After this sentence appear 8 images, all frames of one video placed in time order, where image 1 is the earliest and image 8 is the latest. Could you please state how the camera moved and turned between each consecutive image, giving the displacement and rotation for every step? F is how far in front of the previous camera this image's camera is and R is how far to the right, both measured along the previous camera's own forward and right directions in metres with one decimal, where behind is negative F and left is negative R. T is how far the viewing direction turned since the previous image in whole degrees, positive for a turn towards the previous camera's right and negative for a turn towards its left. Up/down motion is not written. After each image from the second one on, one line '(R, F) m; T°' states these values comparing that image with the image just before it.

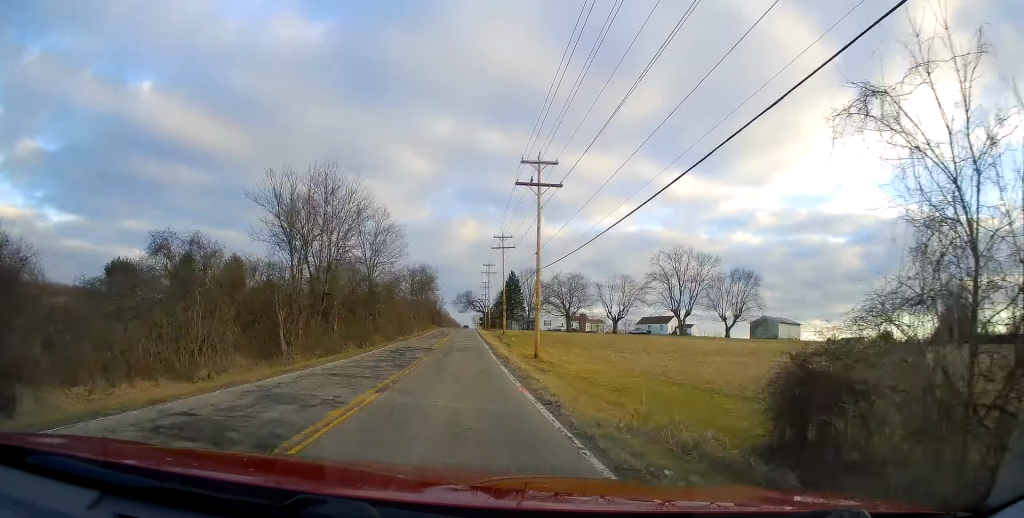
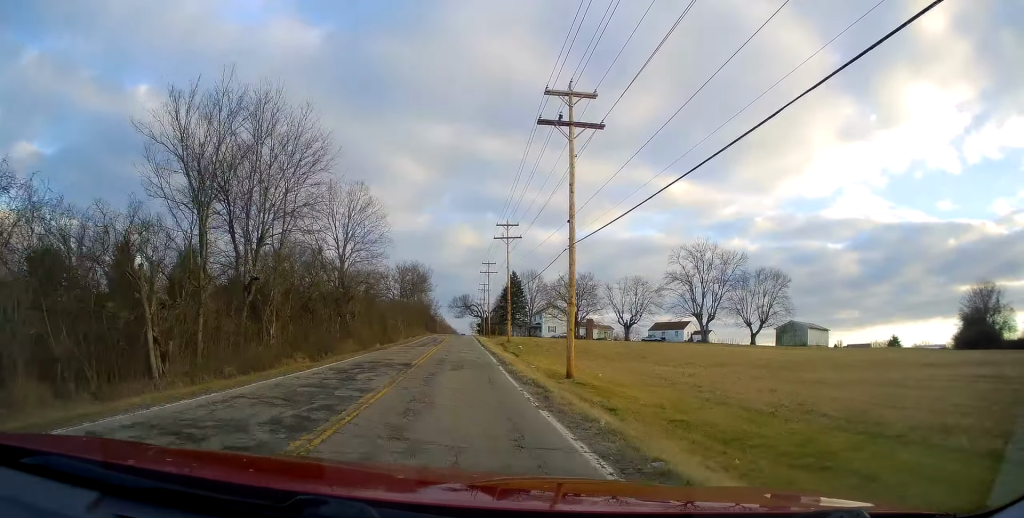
(+0.3, +12.2) m; -1°
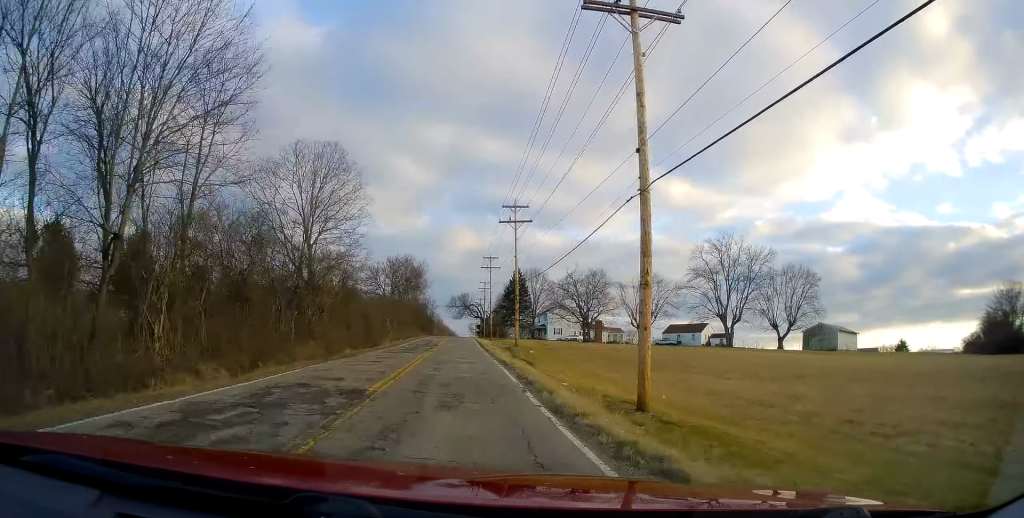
(-0.4, +10.2) m; 0°
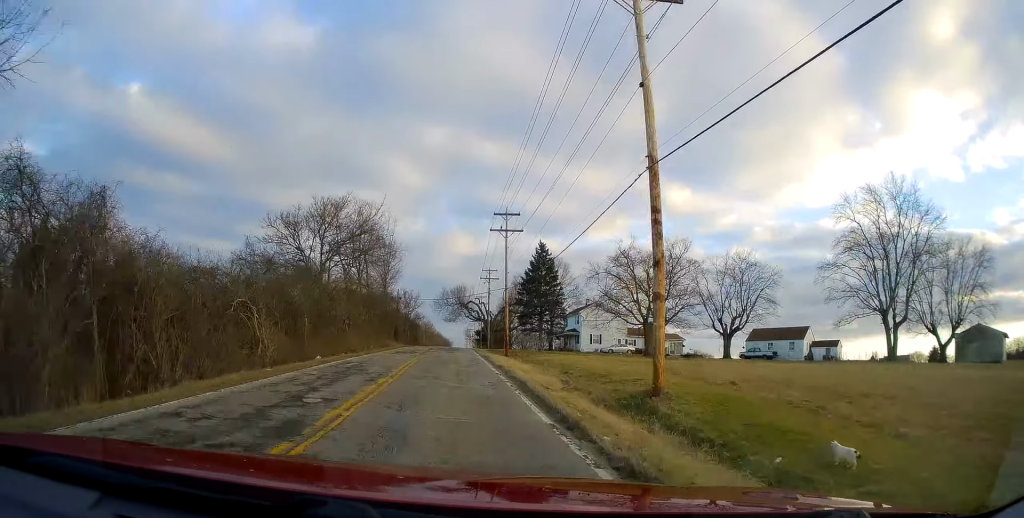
(-0.1, +39.0) m; 0°
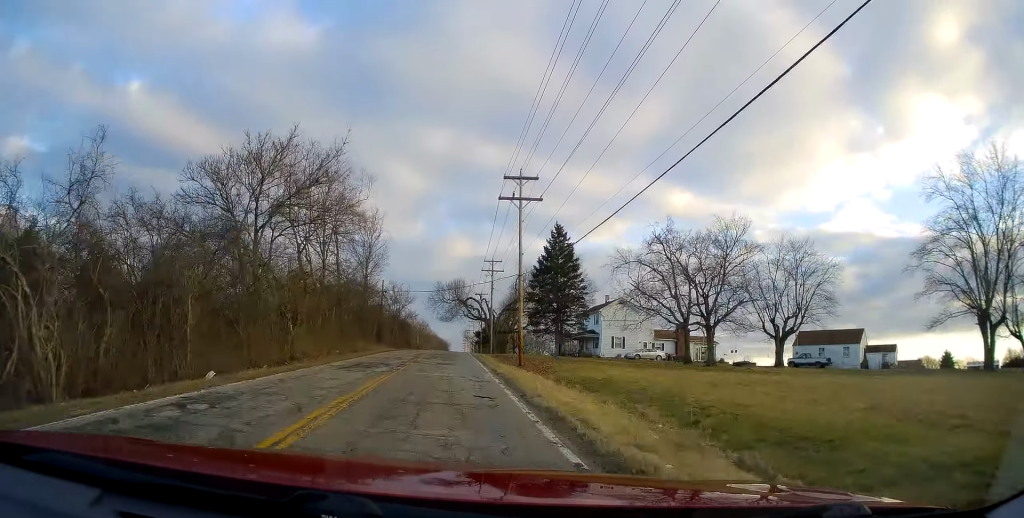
(-0.1, +13.7) m; +1°
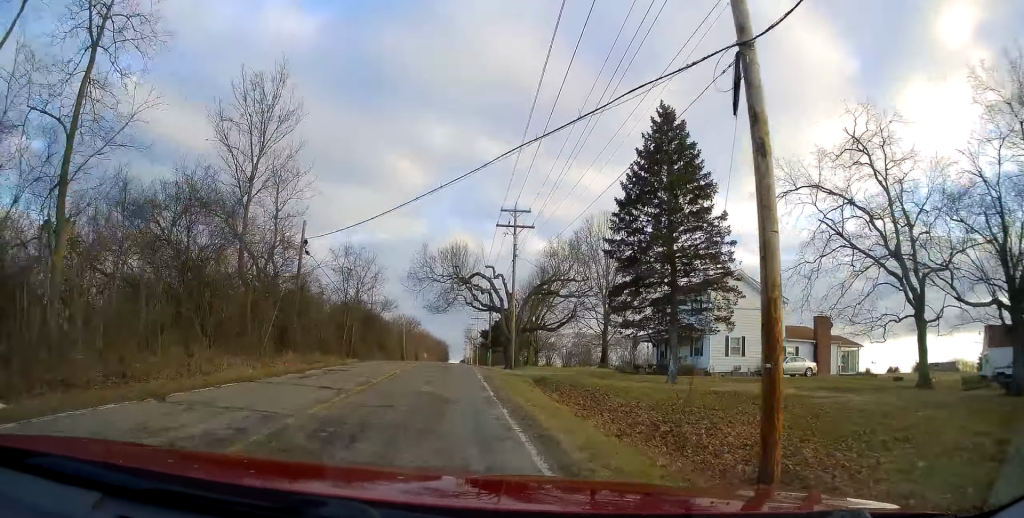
(+0.7, +32.9) m; +2°
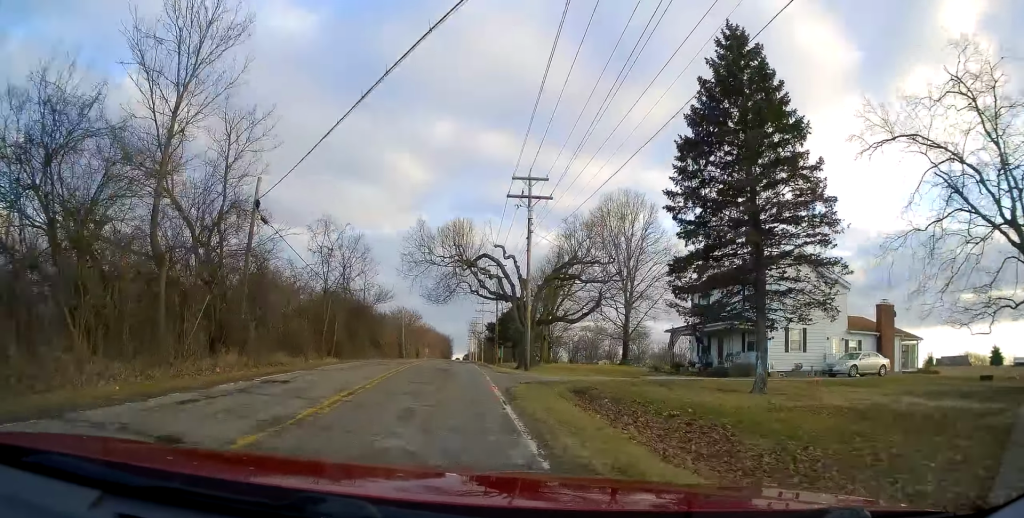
(+0.1, +8.1) m; 0°
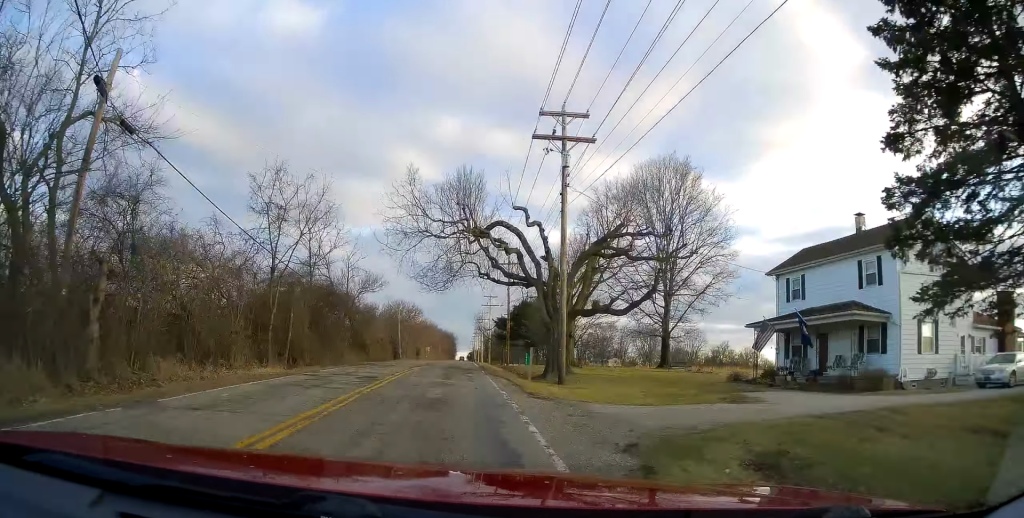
(+0.1, +11.8) m; 0°
